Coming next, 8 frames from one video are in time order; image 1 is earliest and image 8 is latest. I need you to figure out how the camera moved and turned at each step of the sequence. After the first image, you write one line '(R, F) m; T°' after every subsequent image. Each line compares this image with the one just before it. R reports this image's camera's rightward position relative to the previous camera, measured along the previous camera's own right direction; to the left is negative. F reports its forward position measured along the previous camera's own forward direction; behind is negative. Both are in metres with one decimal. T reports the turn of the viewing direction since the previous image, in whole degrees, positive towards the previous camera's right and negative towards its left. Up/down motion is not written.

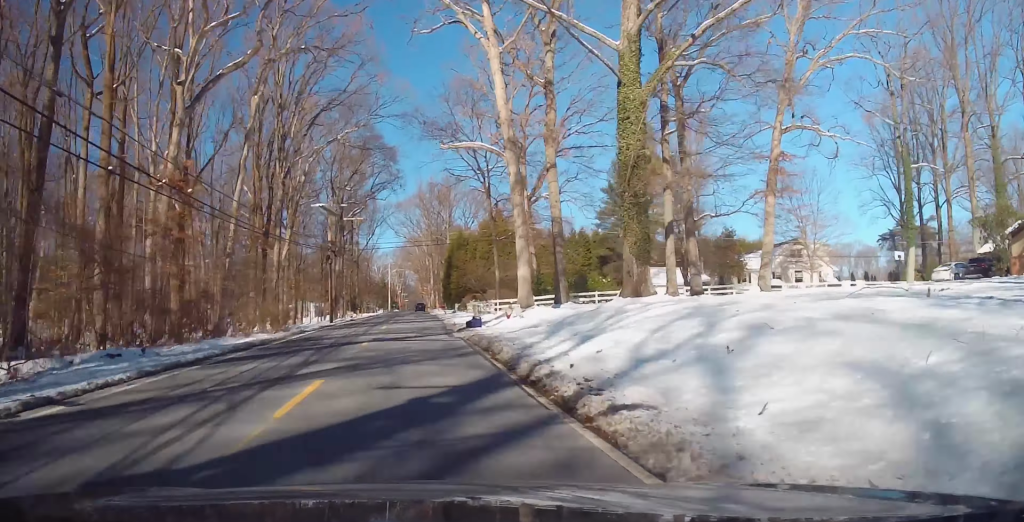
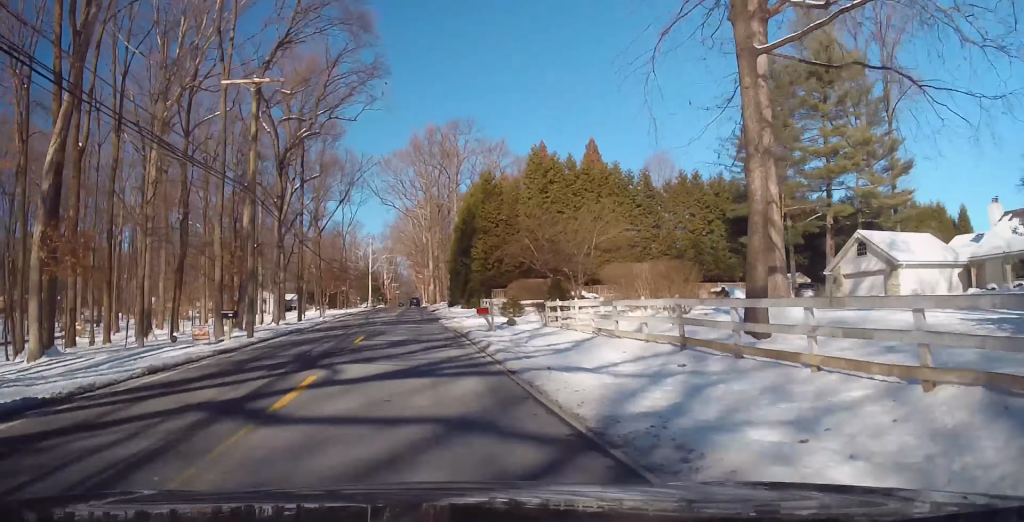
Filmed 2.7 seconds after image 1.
(-0.7, +46.8) m; 0°
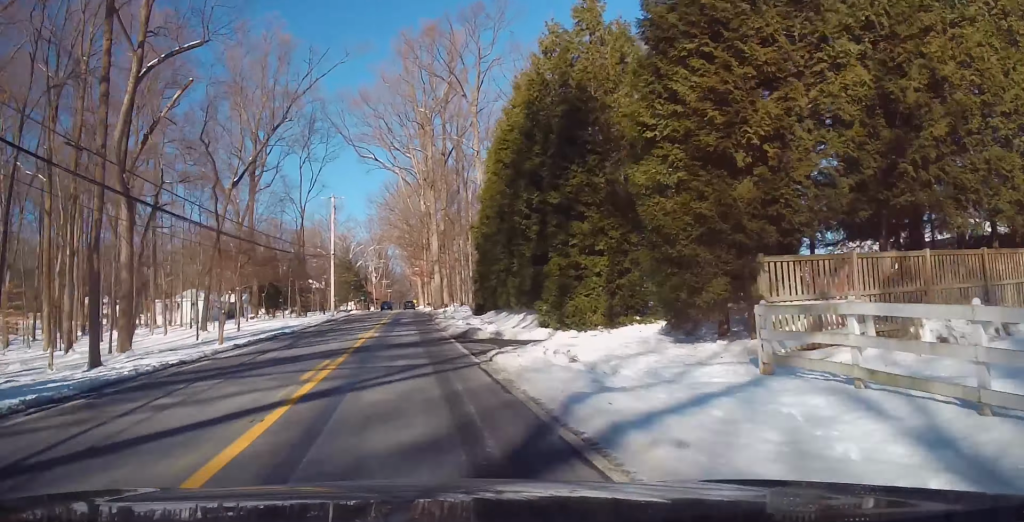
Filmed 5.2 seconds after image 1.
(+0.6, +45.2) m; +2°
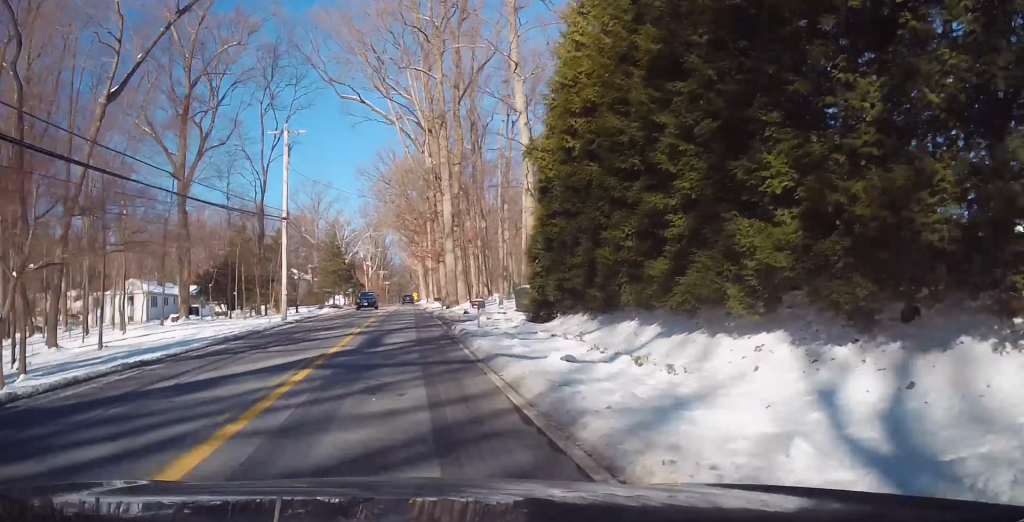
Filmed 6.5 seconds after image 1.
(+0.5, +24.0) m; 0°
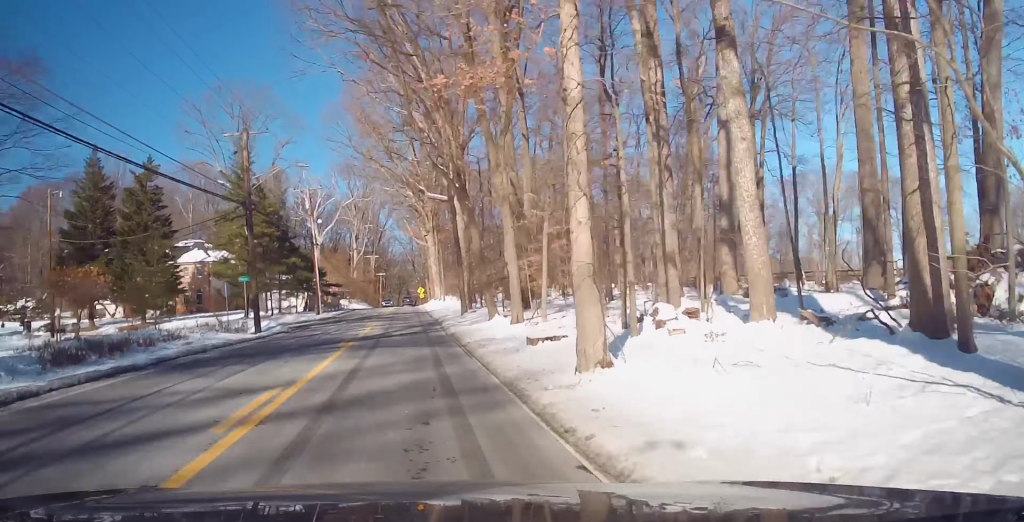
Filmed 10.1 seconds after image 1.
(-0.6, +63.3) m; 0°
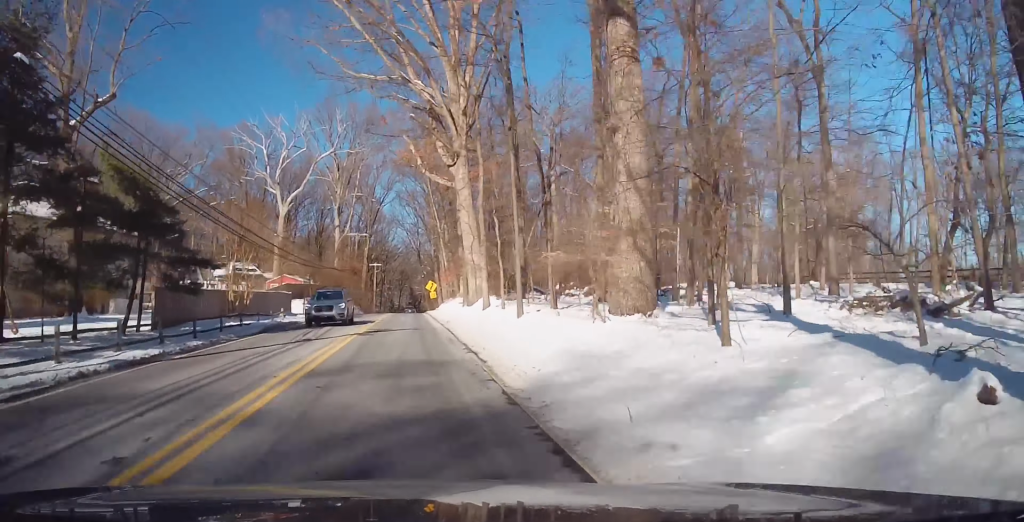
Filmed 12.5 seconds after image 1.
(+0.7, +41.8) m; +1°
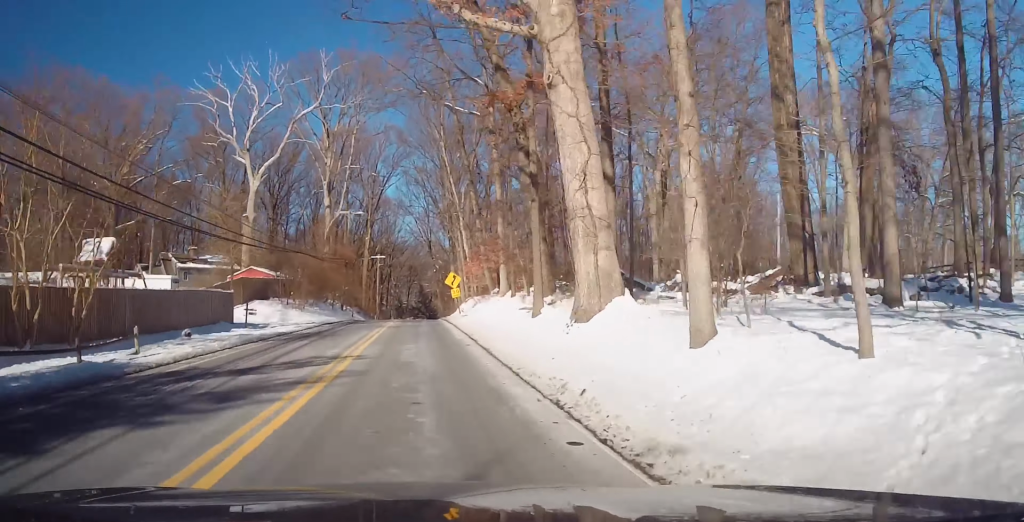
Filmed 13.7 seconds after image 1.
(-0.1, +21.5) m; 0°
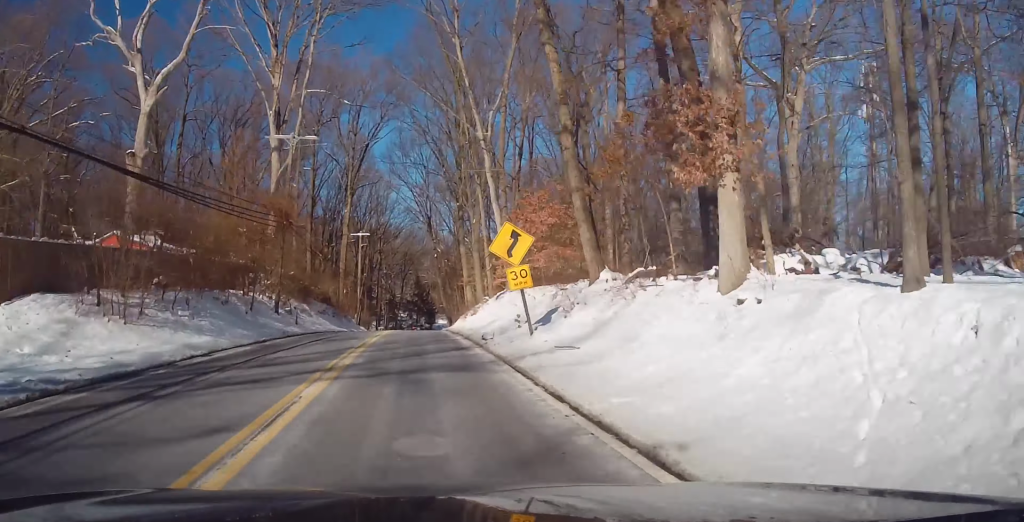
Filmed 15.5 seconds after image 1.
(+0.3, +28.5) m; +1°
